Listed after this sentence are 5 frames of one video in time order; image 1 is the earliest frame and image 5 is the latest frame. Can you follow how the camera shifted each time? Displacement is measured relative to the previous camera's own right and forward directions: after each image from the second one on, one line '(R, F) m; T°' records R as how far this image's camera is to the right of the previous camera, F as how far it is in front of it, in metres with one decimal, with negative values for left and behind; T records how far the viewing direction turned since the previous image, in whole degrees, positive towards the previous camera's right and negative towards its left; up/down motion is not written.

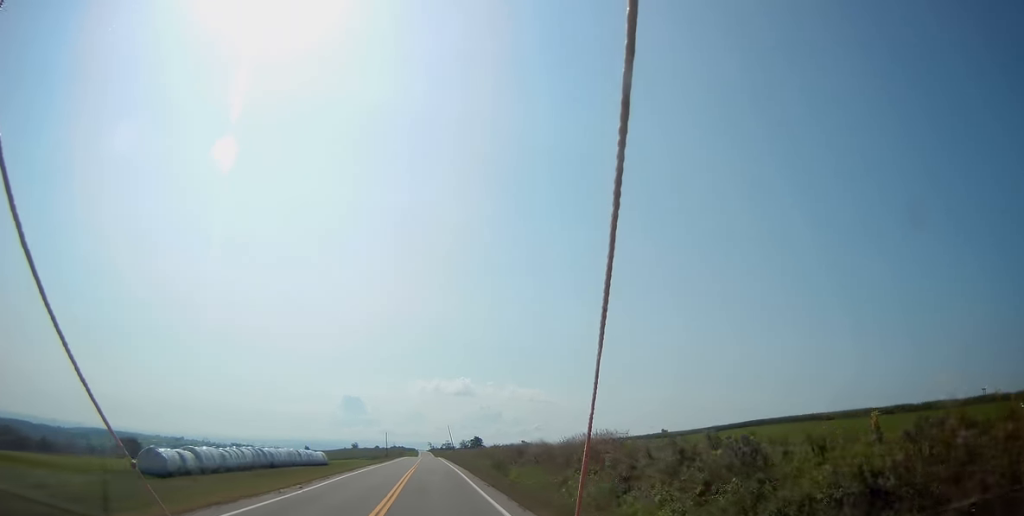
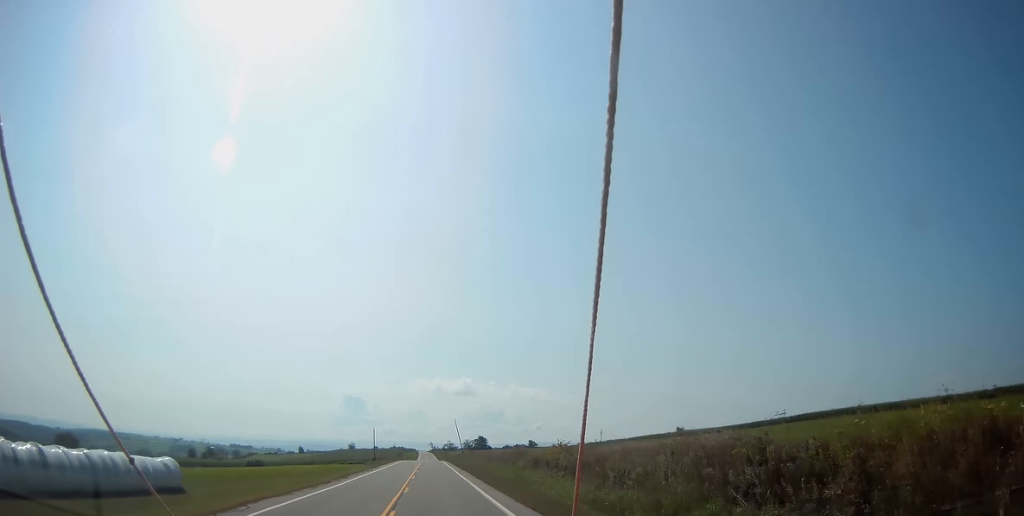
(-0.1, +34.9) m; +1°
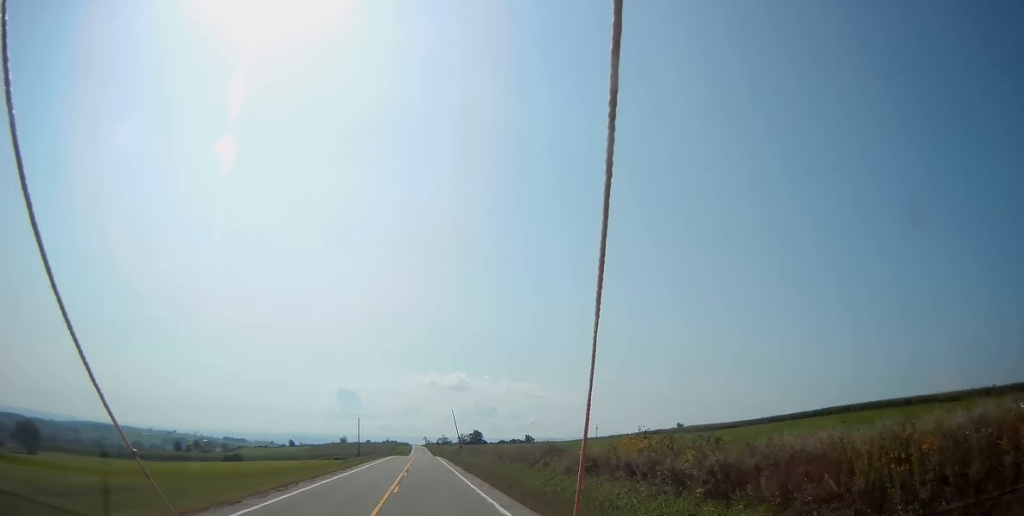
(+0.1, +15.3) m; 0°
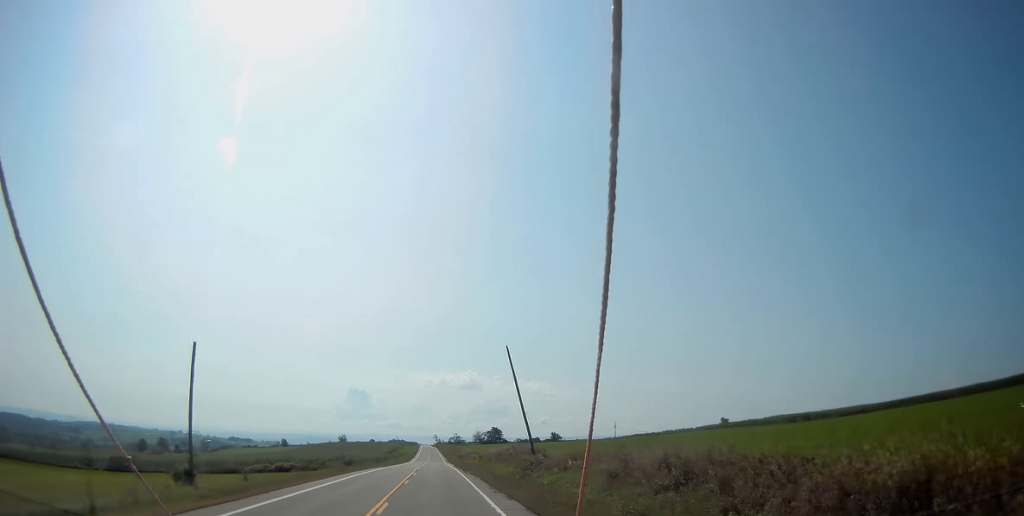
(-1.2, +67.7) m; -1°
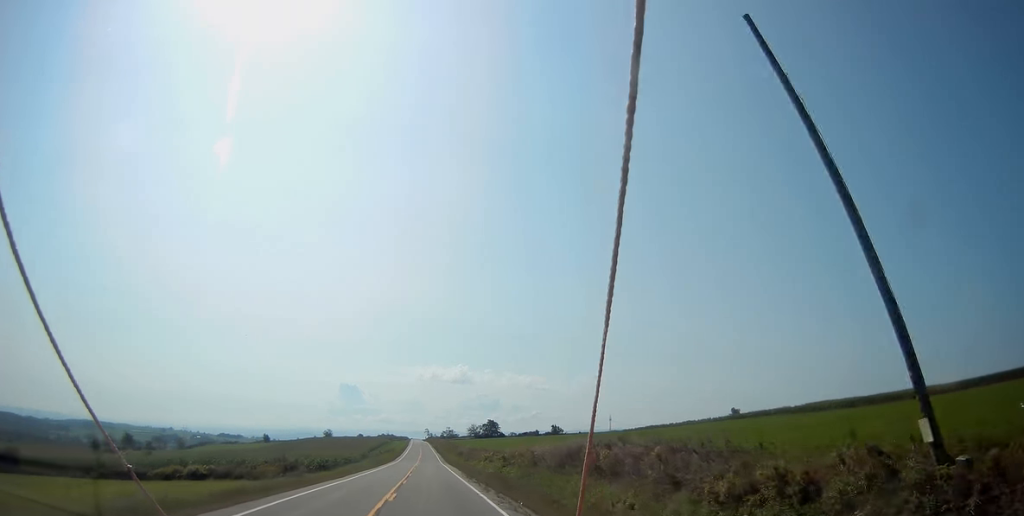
(0.0, +32.4) m; 0°
